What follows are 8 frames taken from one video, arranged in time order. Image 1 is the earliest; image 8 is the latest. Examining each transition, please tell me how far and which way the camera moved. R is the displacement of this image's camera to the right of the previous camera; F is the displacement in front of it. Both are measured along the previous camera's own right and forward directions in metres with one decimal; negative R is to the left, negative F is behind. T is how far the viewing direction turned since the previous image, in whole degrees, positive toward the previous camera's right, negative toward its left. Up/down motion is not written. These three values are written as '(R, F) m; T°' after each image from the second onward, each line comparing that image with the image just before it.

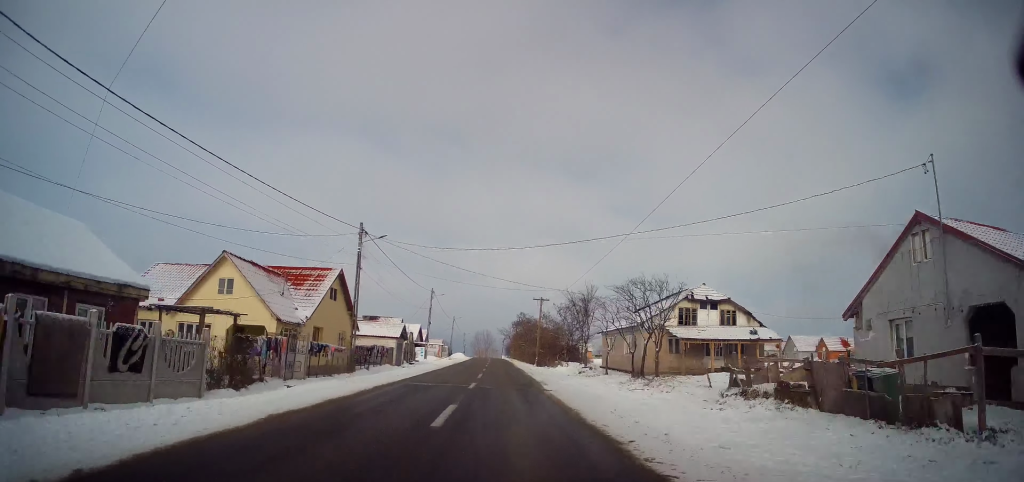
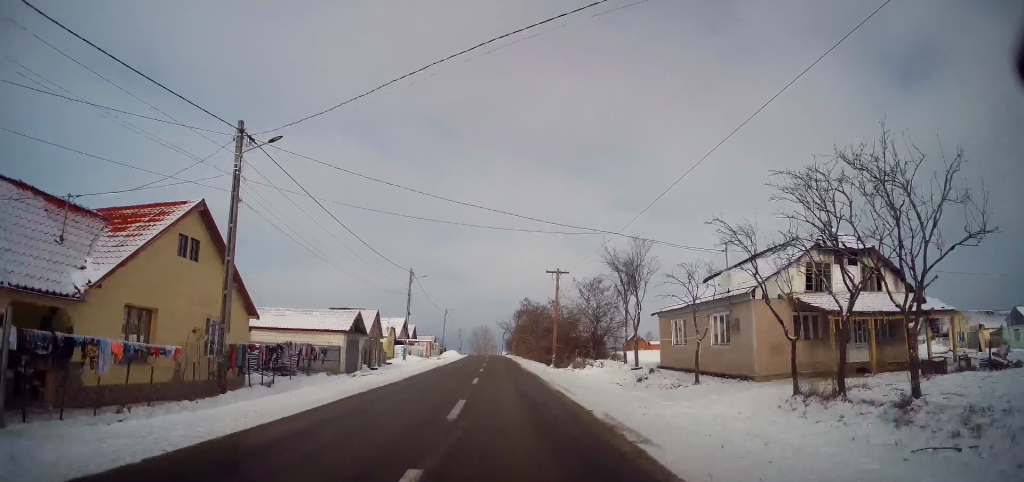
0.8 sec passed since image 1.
(0.0, +14.9) m; +1°
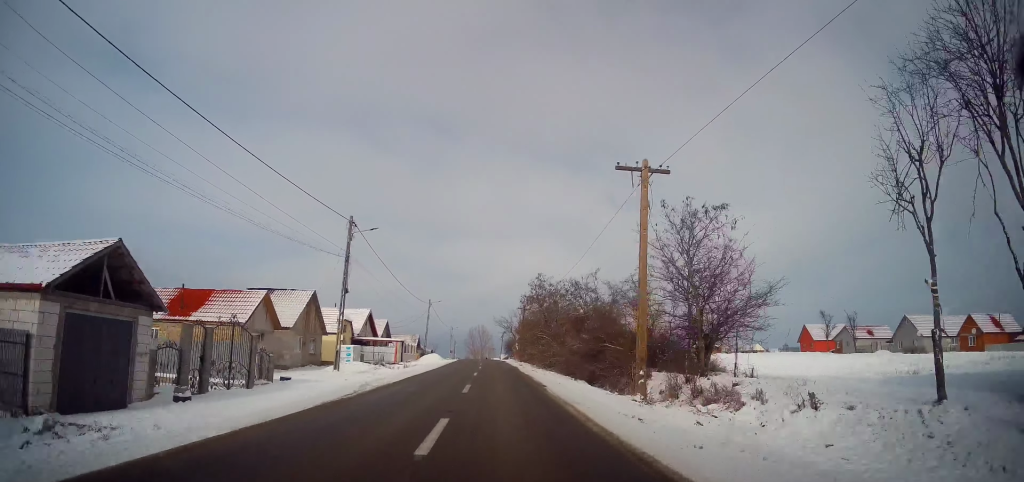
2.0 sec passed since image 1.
(+0.3, +20.8) m; 0°
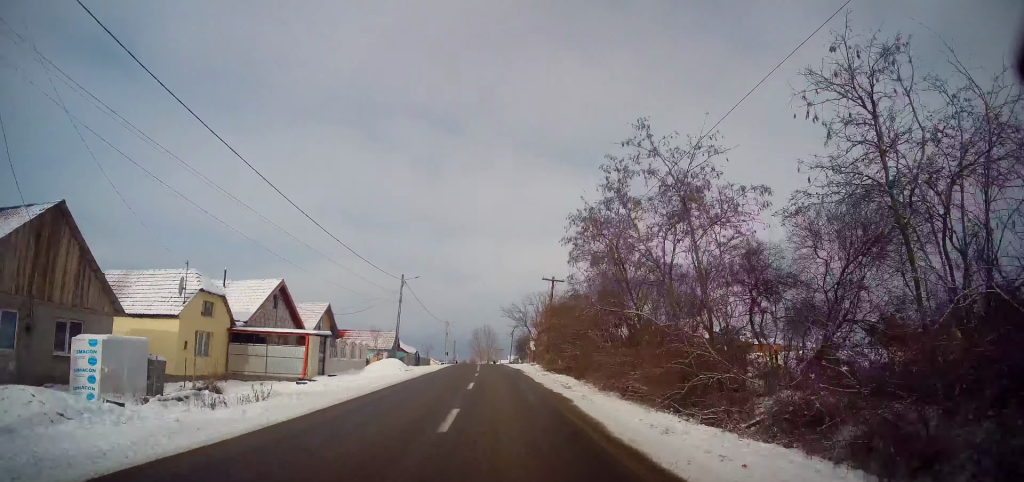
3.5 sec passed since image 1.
(-0.3, +26.0) m; -1°
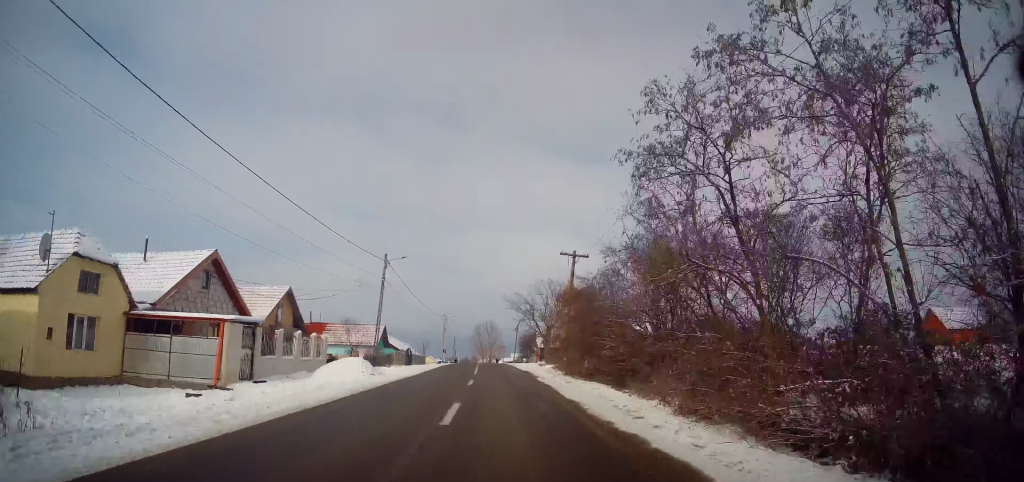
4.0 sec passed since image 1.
(0.0, +9.3) m; 0°
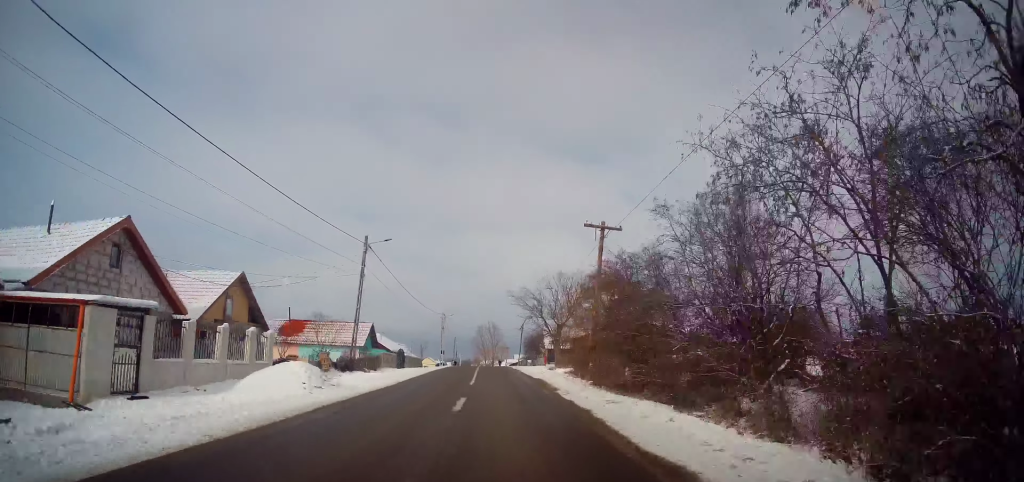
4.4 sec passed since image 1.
(0.0, +6.9) m; 0°
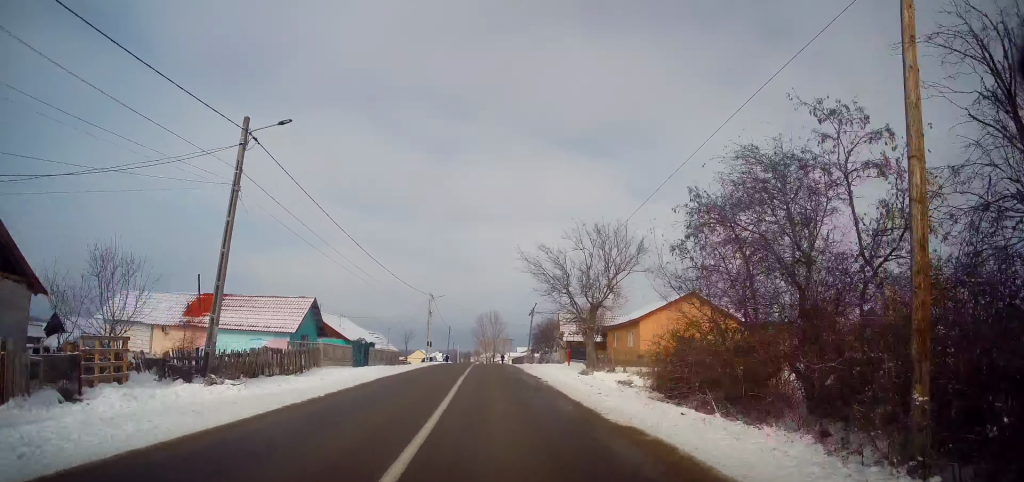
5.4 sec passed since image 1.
(0.0, +17.0) m; 0°
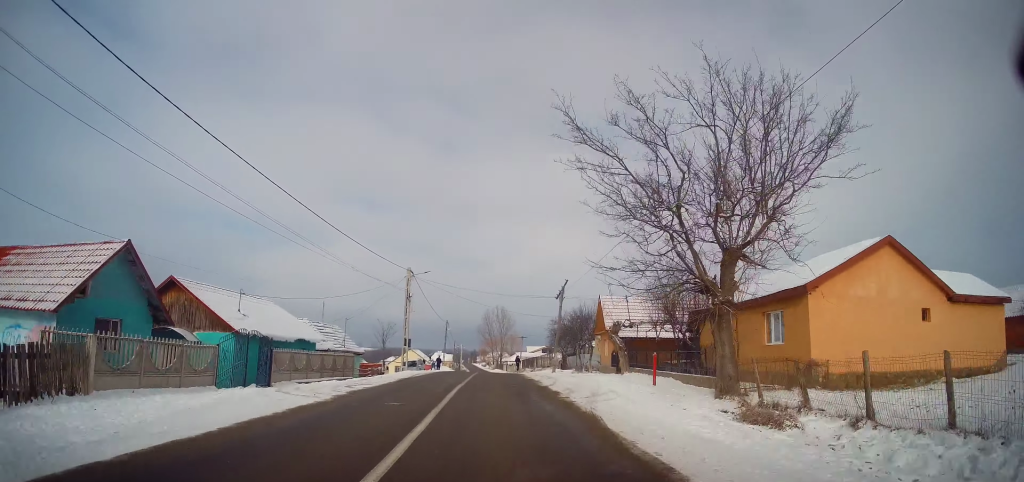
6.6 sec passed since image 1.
(-0.2, +19.3) m; -2°
